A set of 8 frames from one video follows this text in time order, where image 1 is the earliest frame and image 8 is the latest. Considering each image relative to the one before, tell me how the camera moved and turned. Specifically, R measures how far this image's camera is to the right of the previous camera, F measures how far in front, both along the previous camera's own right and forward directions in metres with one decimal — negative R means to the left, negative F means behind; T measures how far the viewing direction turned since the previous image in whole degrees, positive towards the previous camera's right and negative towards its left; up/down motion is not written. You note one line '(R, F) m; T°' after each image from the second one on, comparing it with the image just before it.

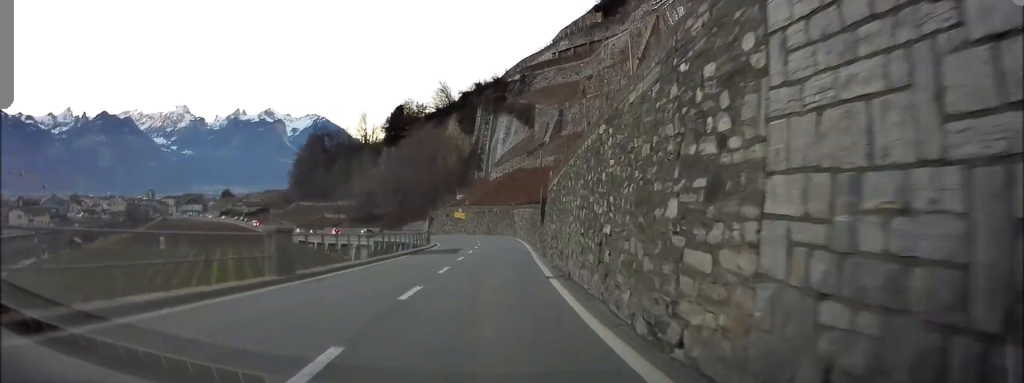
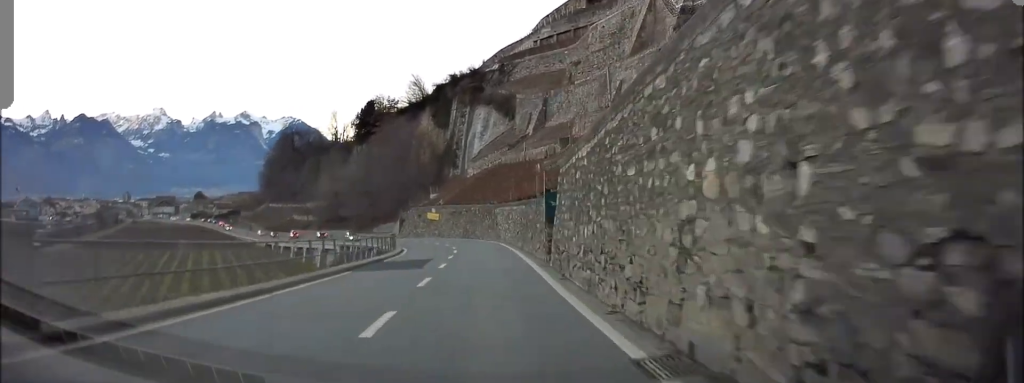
(+0.2, +8.5) m; +2°
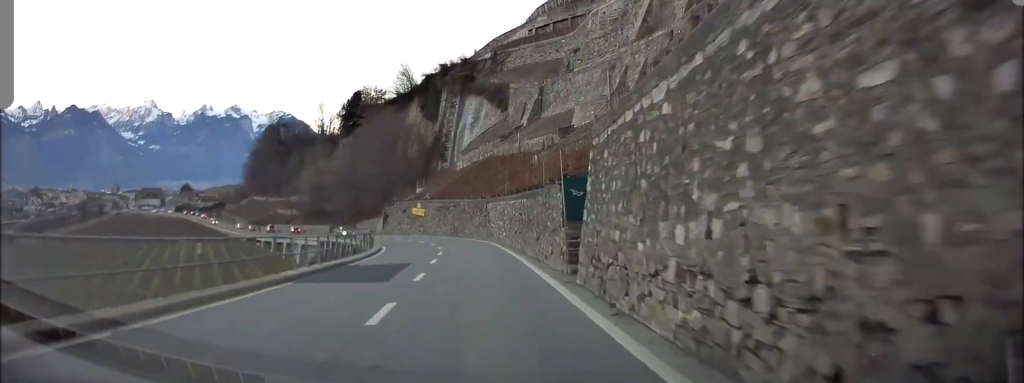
(+0.1, +5.7) m; +1°
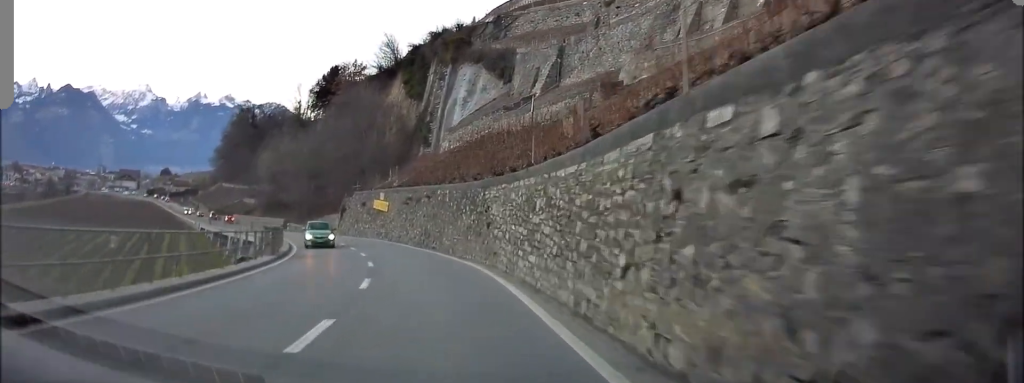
(+0.7, +19.1) m; +3°
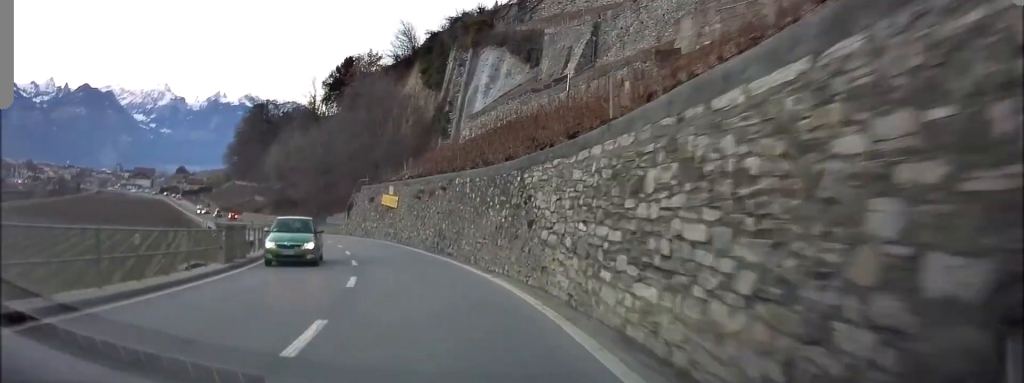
(+0.1, +6.0) m; +1°
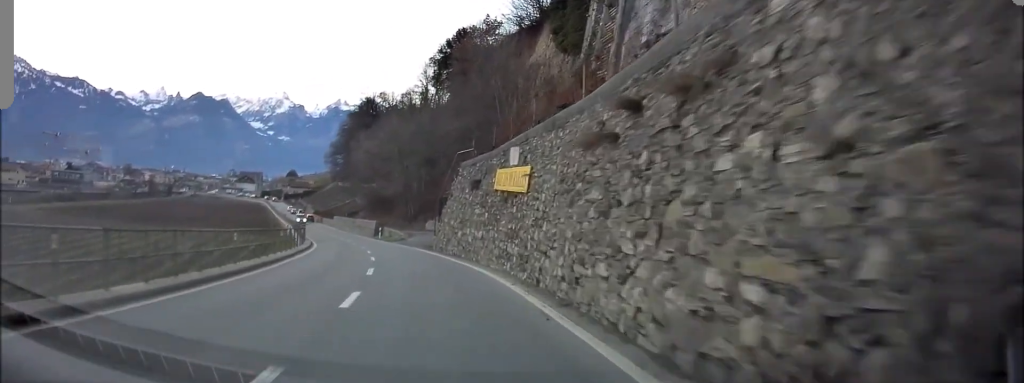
(-0.7, +20.7) m; -6°
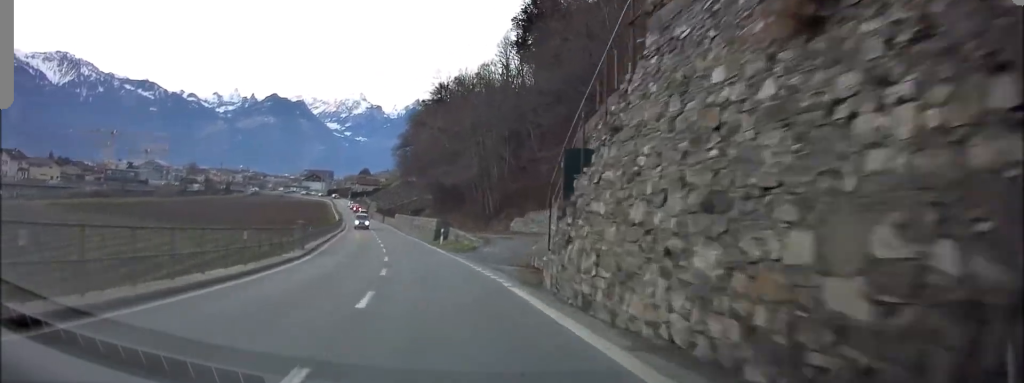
(-1.4, +17.9) m; -8°
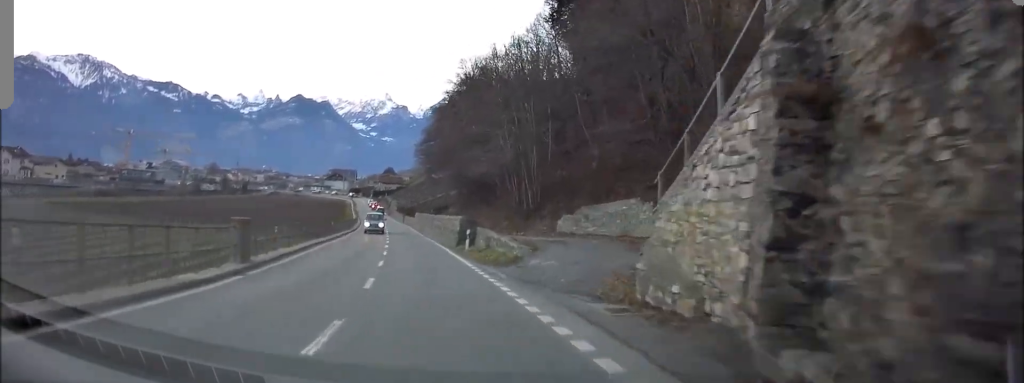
(-0.3, +8.9) m; -3°
